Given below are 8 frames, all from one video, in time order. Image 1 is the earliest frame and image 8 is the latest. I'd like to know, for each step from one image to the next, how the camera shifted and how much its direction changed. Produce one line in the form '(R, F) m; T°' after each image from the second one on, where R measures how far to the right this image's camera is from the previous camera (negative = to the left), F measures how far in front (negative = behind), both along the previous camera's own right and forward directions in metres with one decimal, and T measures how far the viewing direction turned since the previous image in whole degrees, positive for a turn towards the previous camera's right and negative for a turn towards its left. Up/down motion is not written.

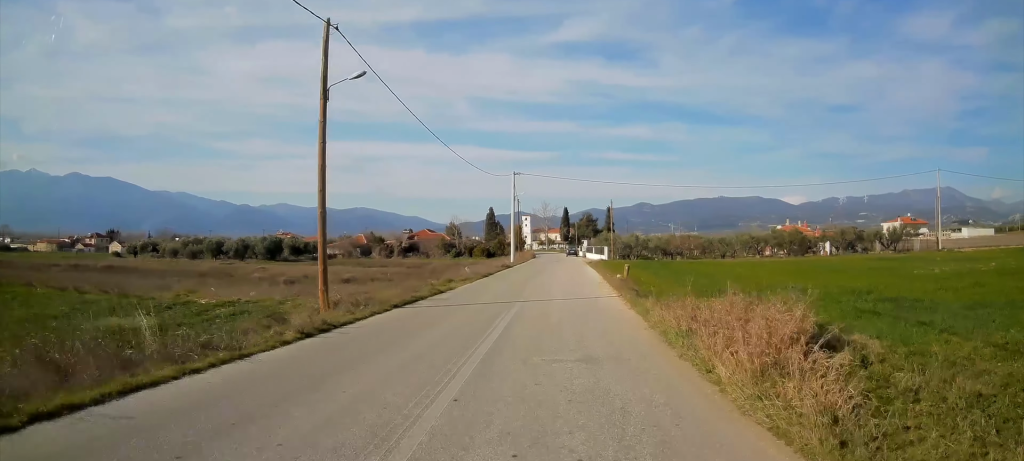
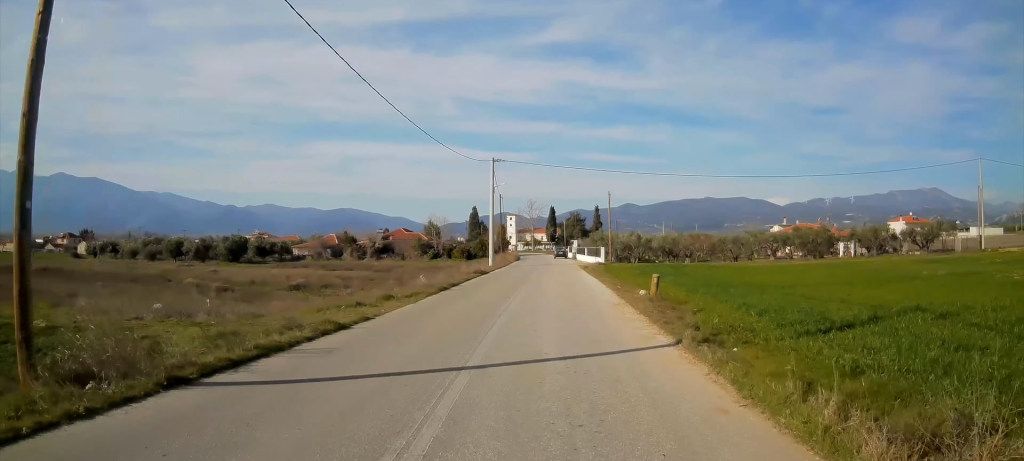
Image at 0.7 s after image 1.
(+0.1, +9.9) m; +2°
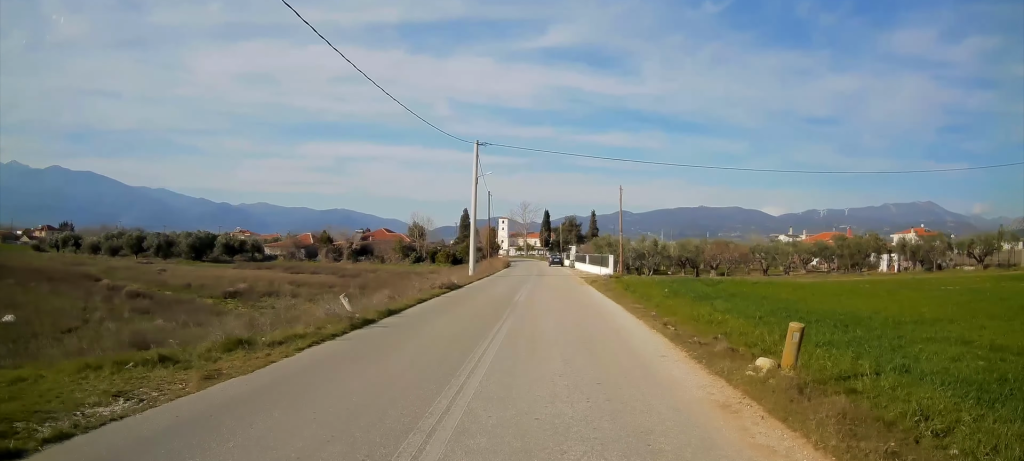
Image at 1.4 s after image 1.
(+0.2, +10.3) m; +1°
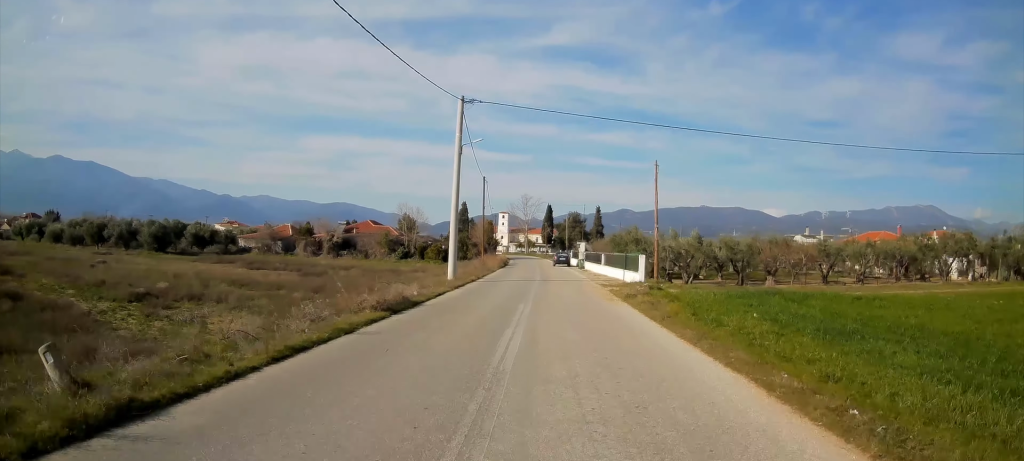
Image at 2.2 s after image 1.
(0.0, +11.2) m; 0°
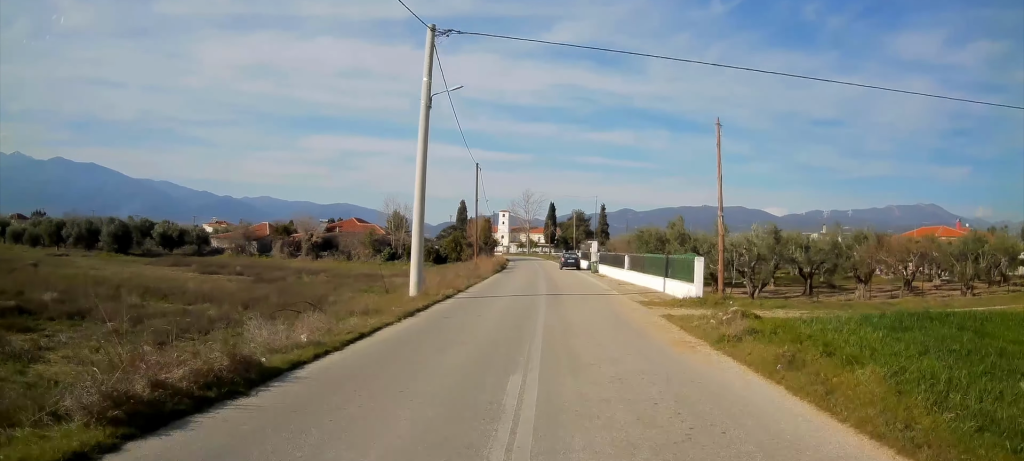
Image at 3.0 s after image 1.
(0.0, +10.3) m; 0°
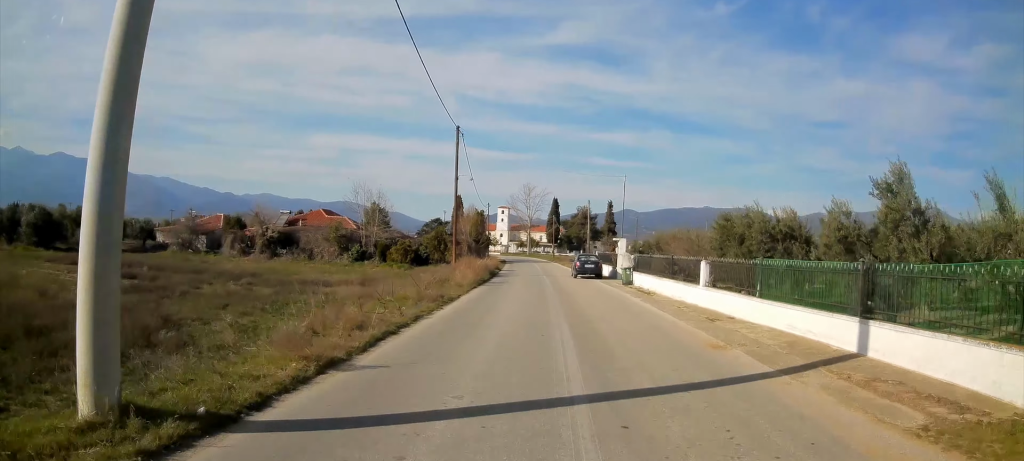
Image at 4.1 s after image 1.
(0.0, +15.5) m; 0°
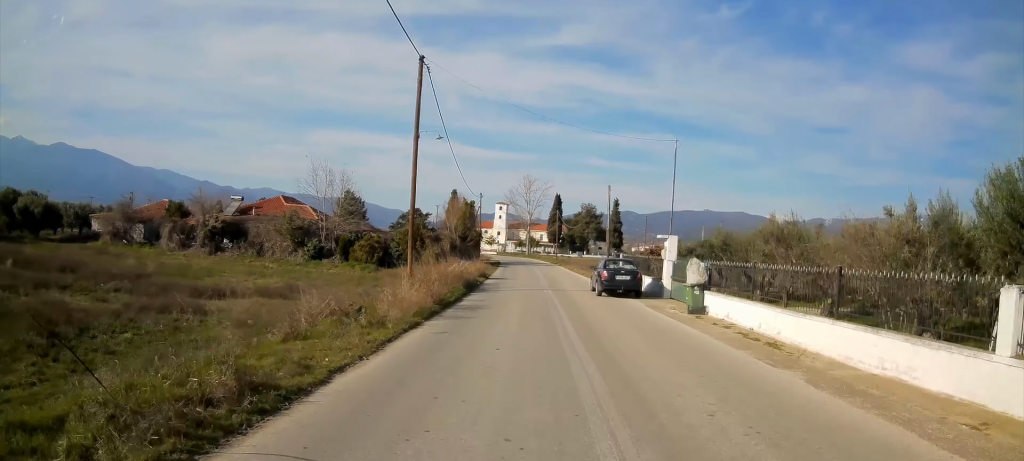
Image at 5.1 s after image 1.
(0.0, +13.4) m; +1°
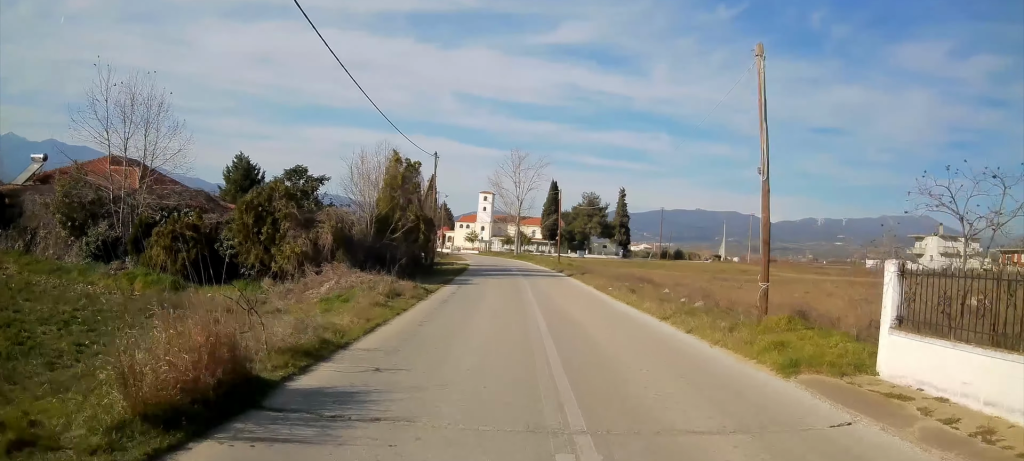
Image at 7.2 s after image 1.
(+0.2, +27.9) m; +1°
